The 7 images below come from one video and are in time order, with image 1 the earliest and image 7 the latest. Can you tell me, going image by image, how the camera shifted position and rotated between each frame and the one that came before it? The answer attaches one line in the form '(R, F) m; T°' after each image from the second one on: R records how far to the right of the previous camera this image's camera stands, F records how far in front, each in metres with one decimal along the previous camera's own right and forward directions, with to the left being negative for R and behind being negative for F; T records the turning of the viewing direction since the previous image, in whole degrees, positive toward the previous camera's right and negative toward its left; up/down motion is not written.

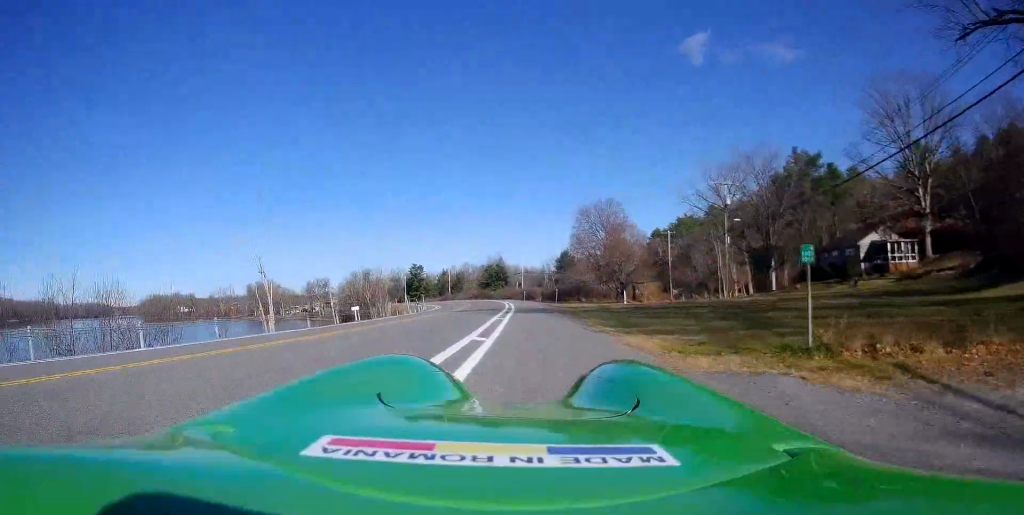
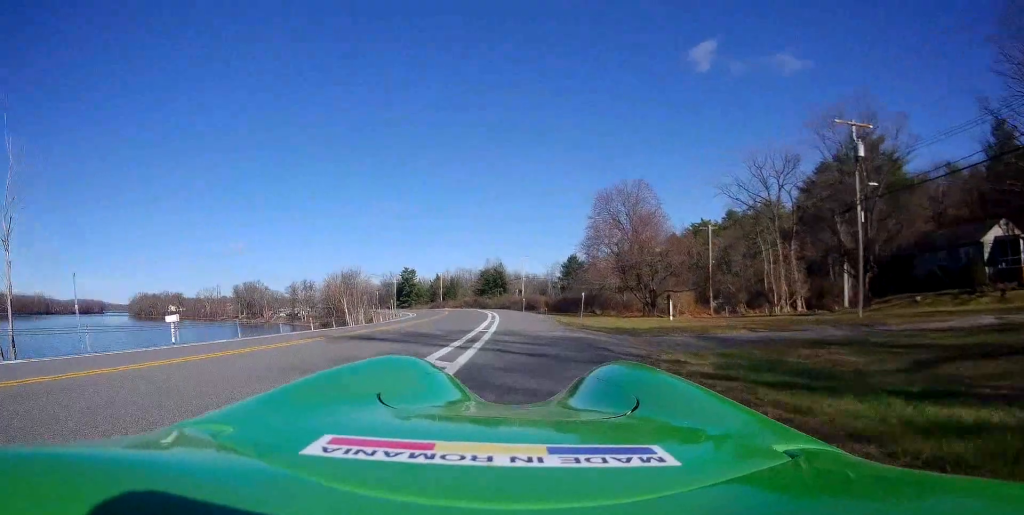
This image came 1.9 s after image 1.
(-1.7, +21.7) m; -4°
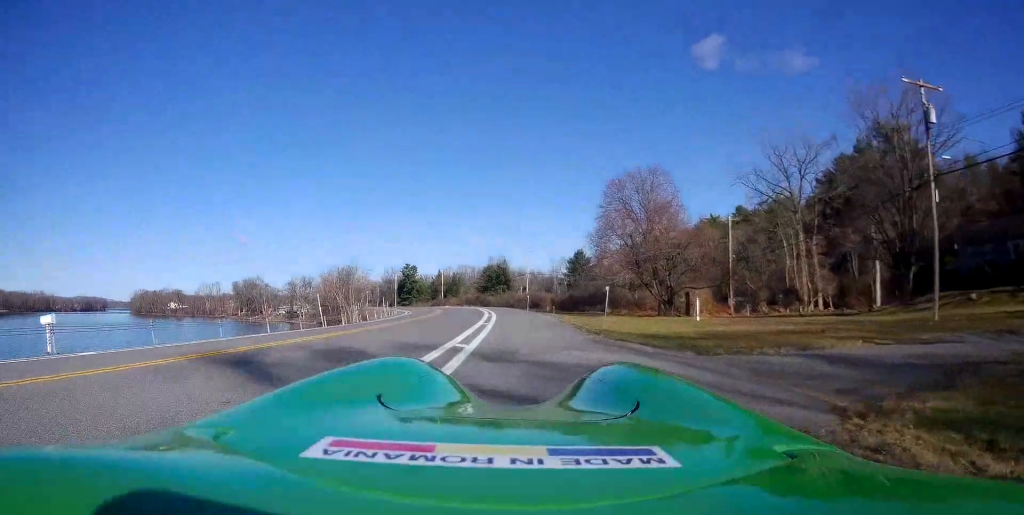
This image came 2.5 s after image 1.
(+0.3, +6.5) m; +2°
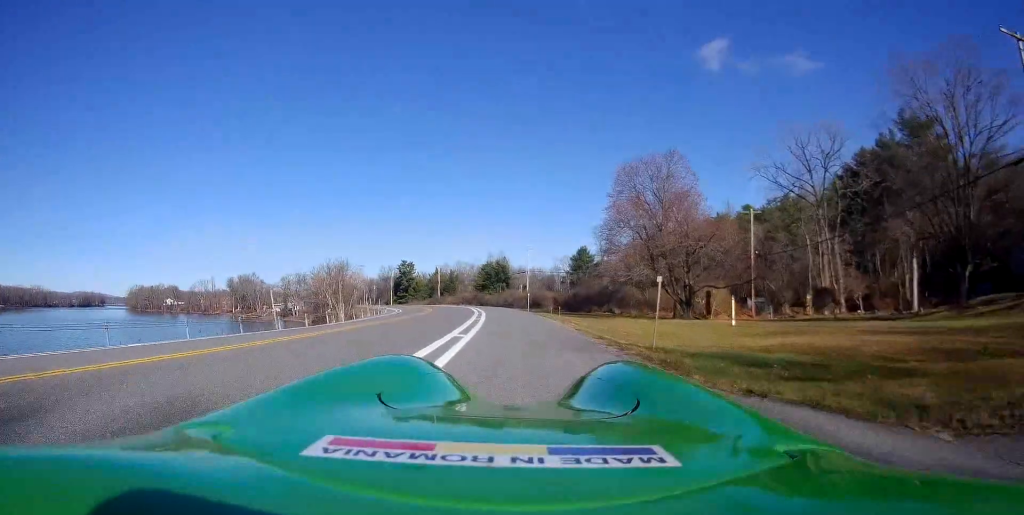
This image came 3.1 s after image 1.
(+0.2, +7.0) m; +1°
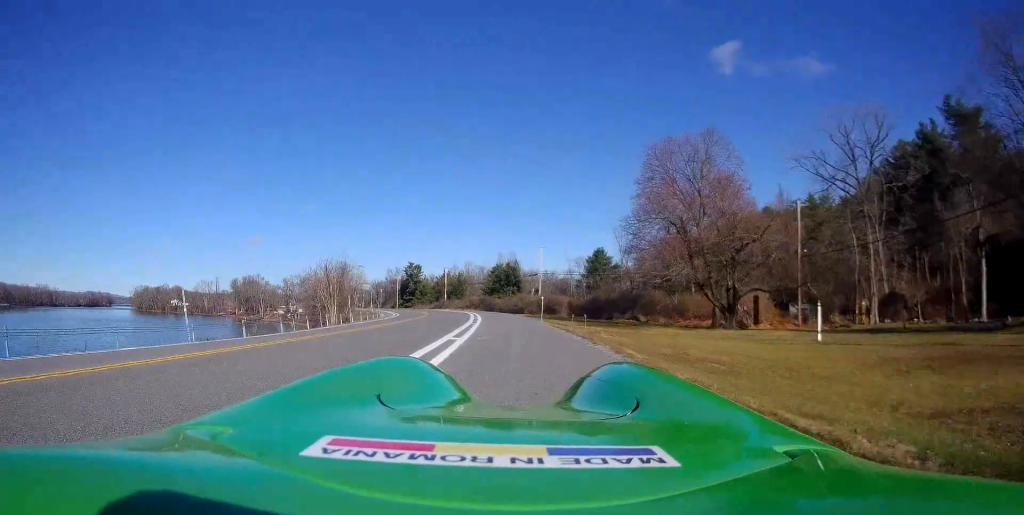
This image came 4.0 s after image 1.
(0.0, +9.3) m; -2°
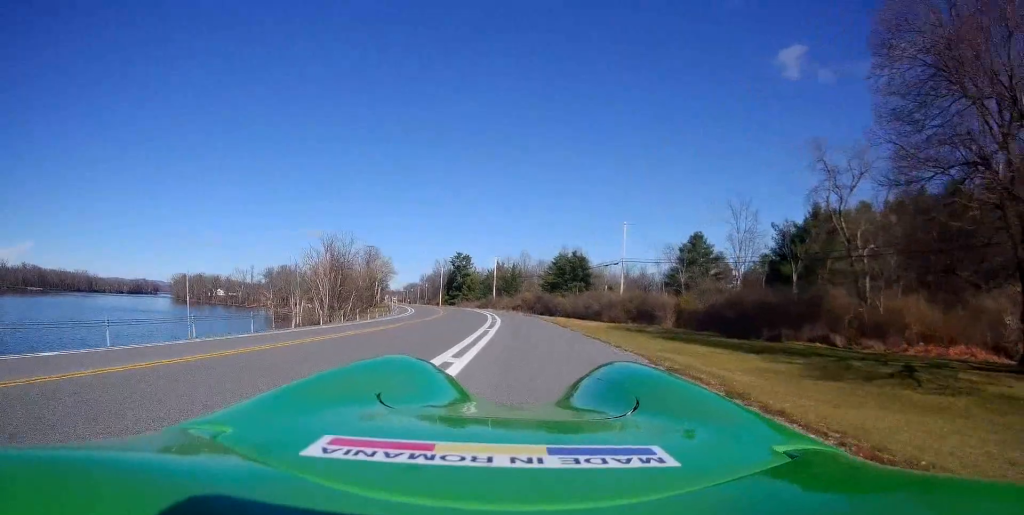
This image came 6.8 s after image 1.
(-2.0, +31.6) m; -4°
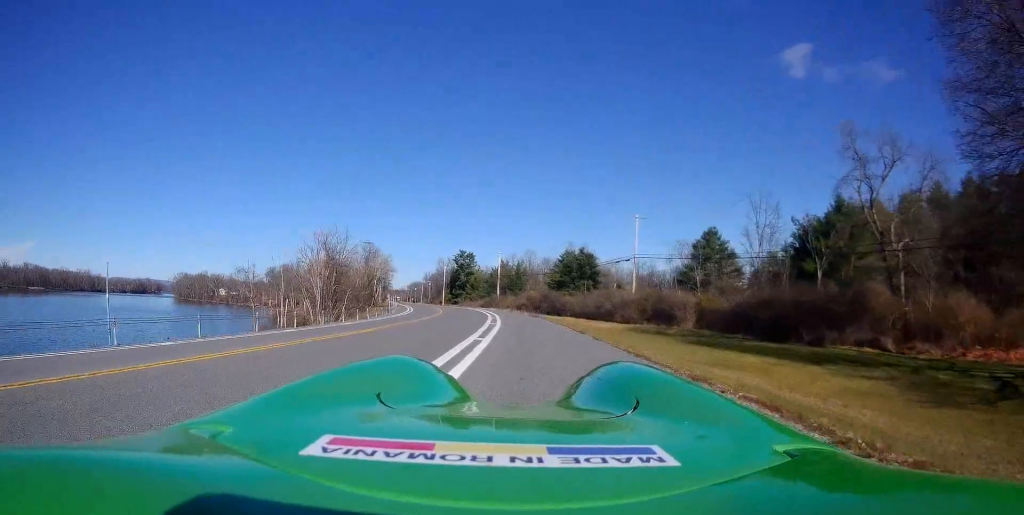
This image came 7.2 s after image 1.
(-0.1, +4.5) m; -1°
